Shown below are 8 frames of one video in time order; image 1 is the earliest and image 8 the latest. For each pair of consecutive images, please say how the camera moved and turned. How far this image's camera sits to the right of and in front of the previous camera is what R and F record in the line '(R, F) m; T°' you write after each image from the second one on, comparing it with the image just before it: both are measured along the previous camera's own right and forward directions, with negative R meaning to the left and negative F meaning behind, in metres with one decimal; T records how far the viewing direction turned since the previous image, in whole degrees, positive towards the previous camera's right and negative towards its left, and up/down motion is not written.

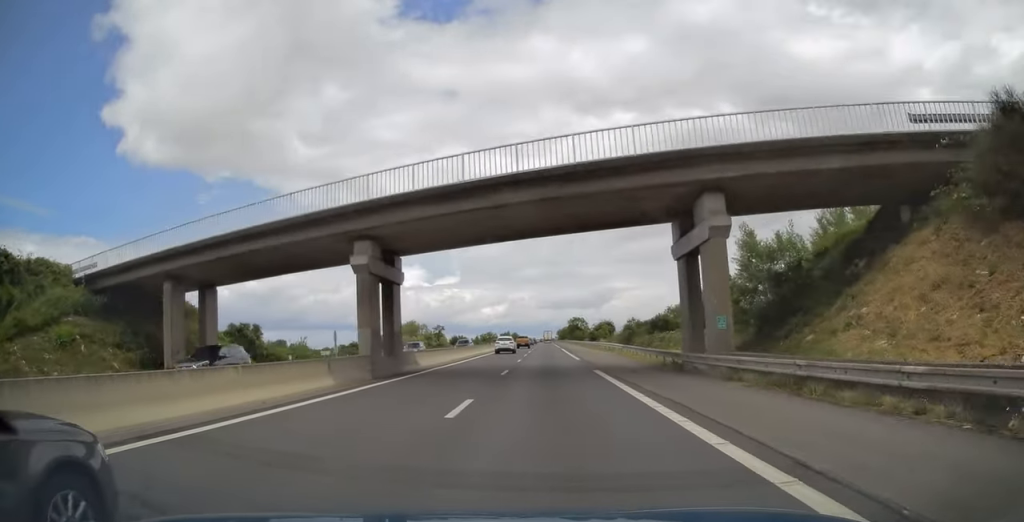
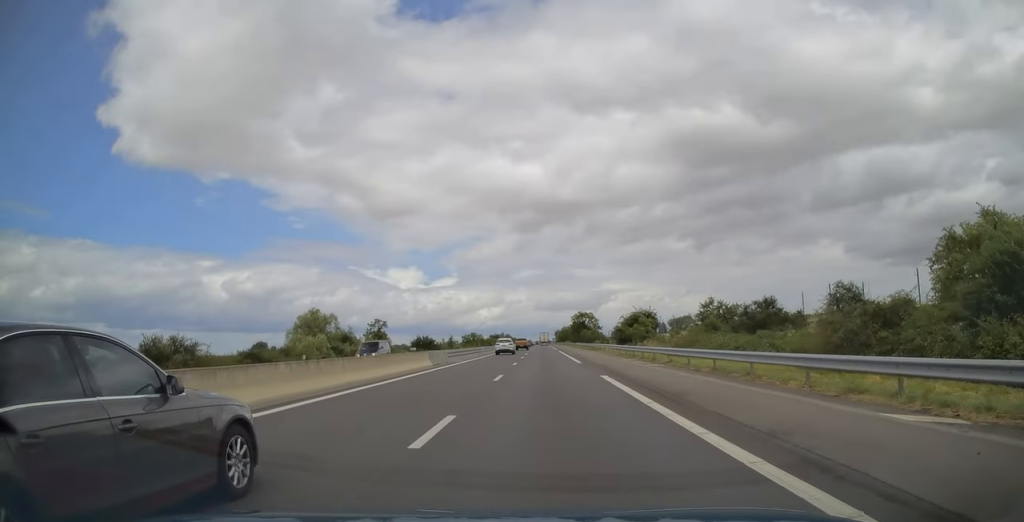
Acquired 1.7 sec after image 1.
(+0.1, +54.6) m; 0°
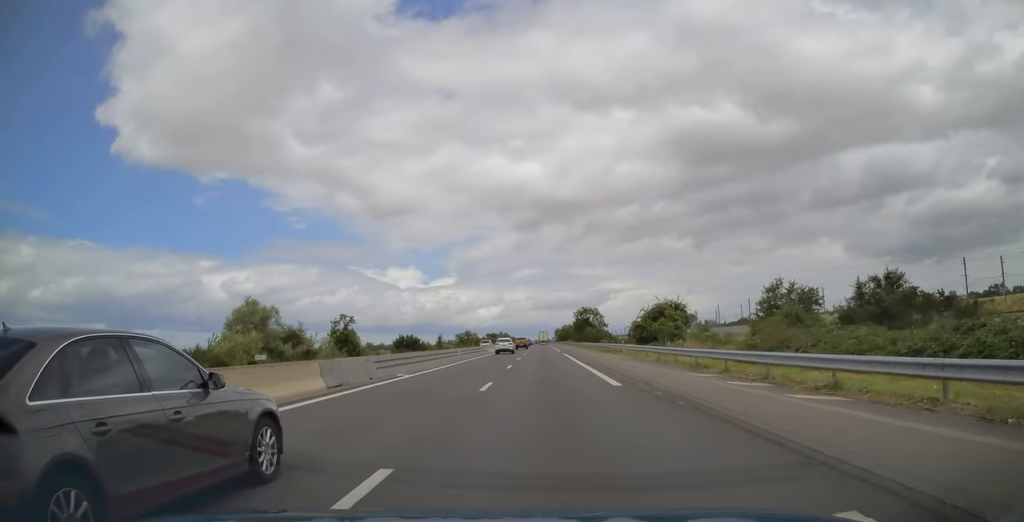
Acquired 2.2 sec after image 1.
(0.0, +17.1) m; 0°
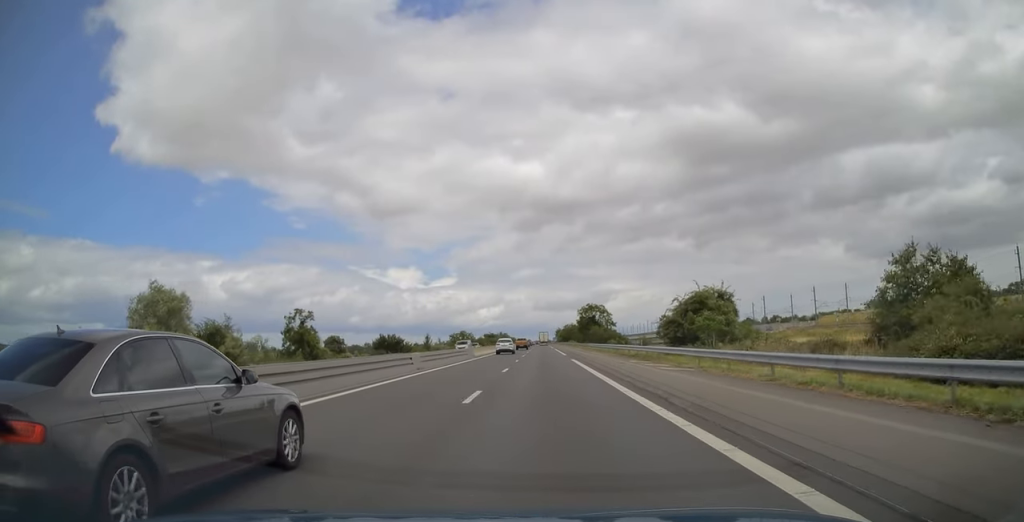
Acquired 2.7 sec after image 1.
(0.0, +16.1) m; 0°
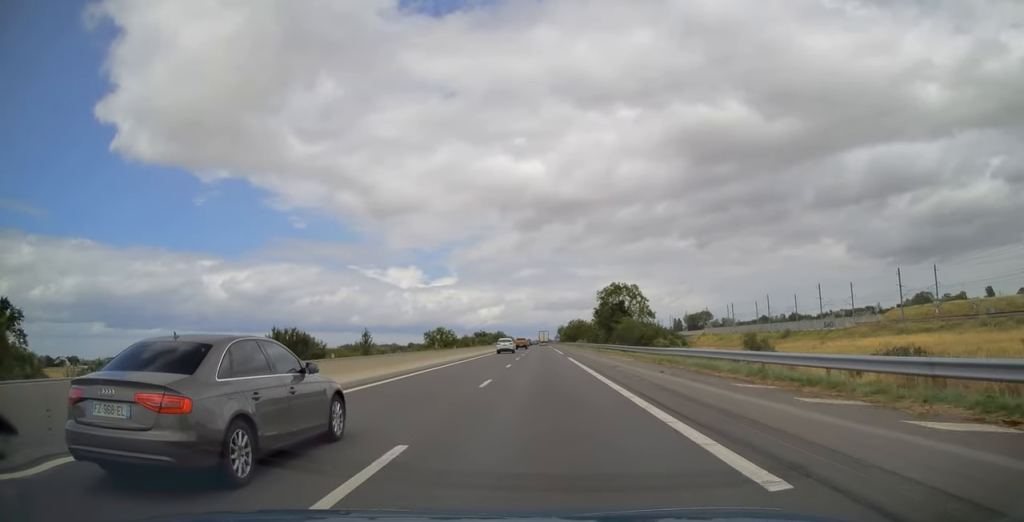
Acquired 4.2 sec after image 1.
(0.0, +47.2) m; 0°
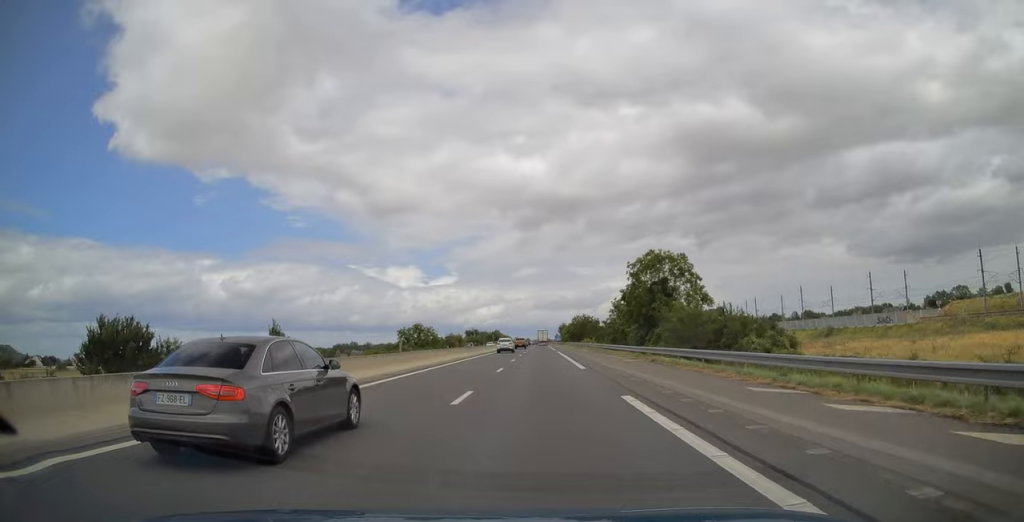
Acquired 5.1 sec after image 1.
(0.0, +30.6) m; 0°
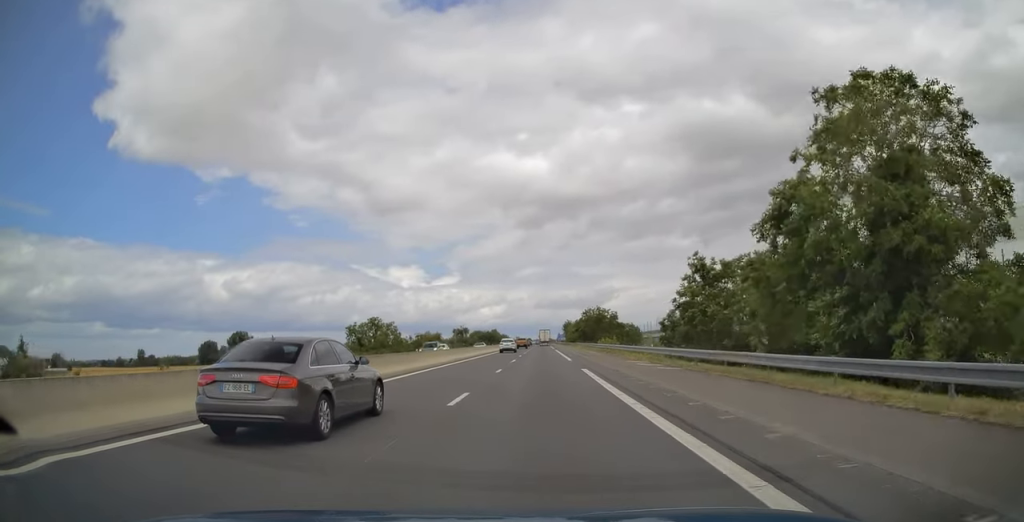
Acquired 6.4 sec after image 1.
(+0.1, +39.2) m; 0°
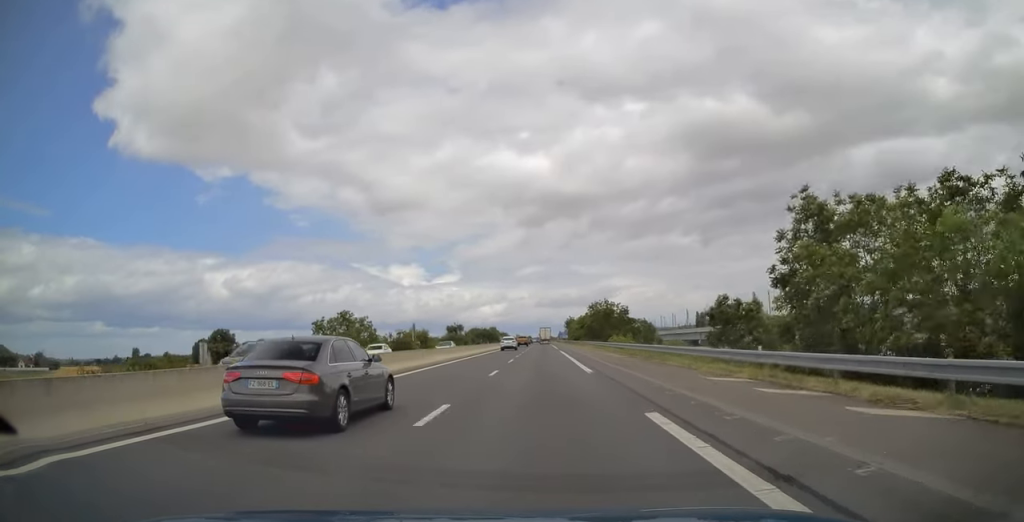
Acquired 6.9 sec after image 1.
(0.0, +16.1) m; 0°
